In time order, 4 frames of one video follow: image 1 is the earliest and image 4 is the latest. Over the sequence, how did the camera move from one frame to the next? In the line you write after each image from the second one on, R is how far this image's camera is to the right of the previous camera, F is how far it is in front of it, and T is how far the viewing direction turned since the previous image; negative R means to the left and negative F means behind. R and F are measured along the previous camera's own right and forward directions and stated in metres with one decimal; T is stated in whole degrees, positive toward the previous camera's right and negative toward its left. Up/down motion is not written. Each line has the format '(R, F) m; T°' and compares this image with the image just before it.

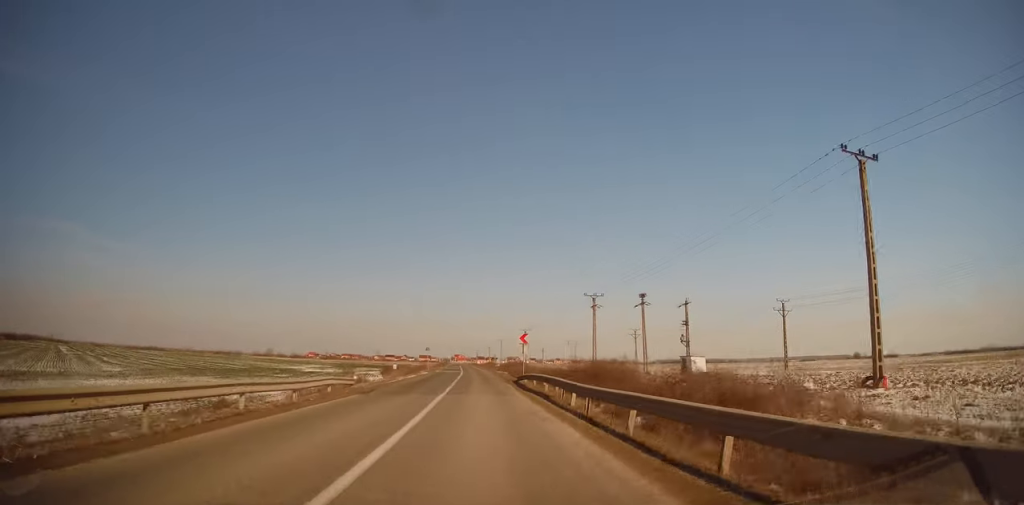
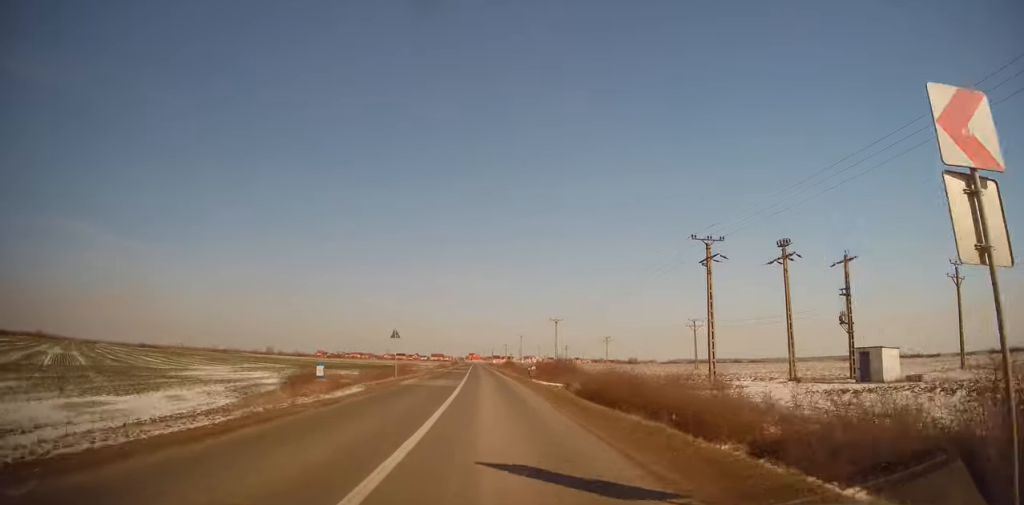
(-2.2, +33.0) m; -4°
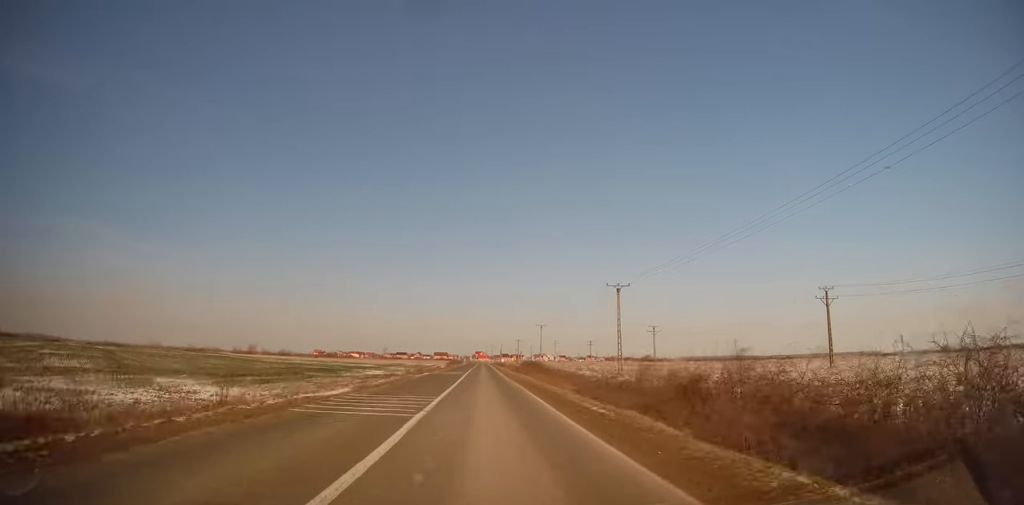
(0.0, +46.9) m; 0°
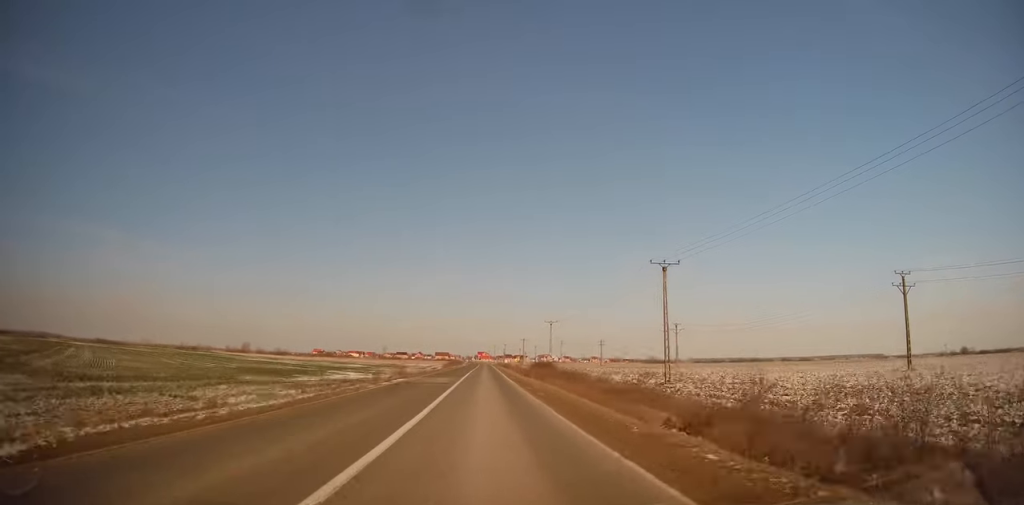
(-0.3, +15.5) m; 0°
